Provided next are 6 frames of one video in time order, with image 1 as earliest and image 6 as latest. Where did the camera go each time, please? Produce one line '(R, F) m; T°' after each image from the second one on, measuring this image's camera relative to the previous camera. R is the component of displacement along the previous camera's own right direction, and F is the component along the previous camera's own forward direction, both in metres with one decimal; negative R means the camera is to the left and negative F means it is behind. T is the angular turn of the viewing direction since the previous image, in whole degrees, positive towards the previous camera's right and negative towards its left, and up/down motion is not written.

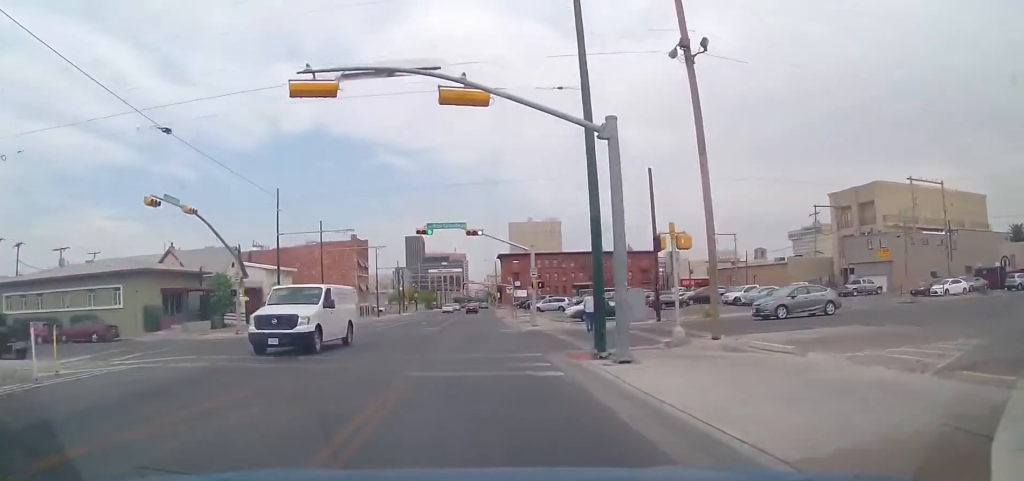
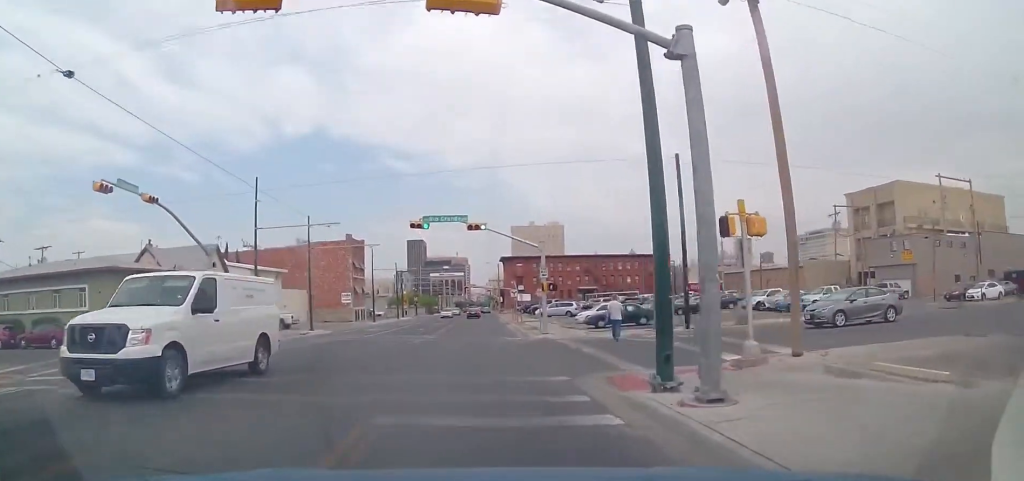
(0.0, +4.4) m; 0°
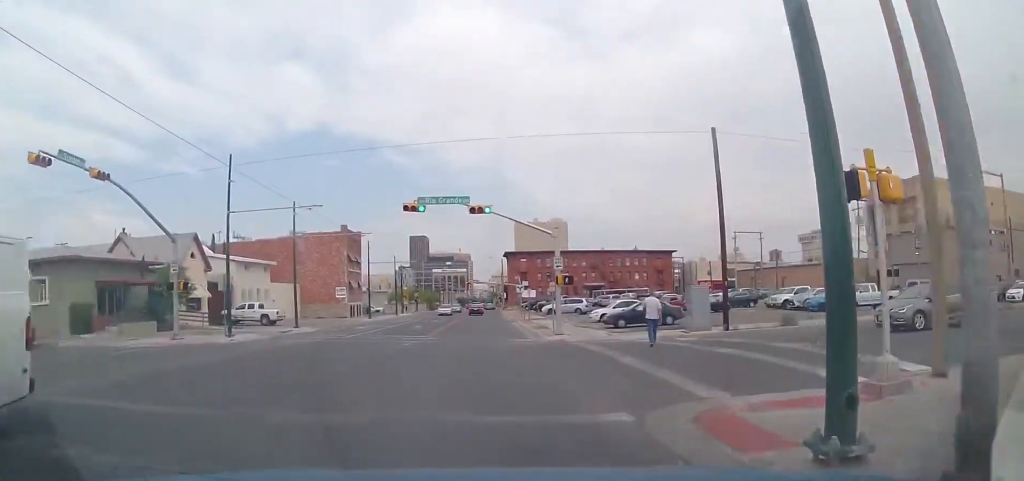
(0.0, +4.4) m; 0°
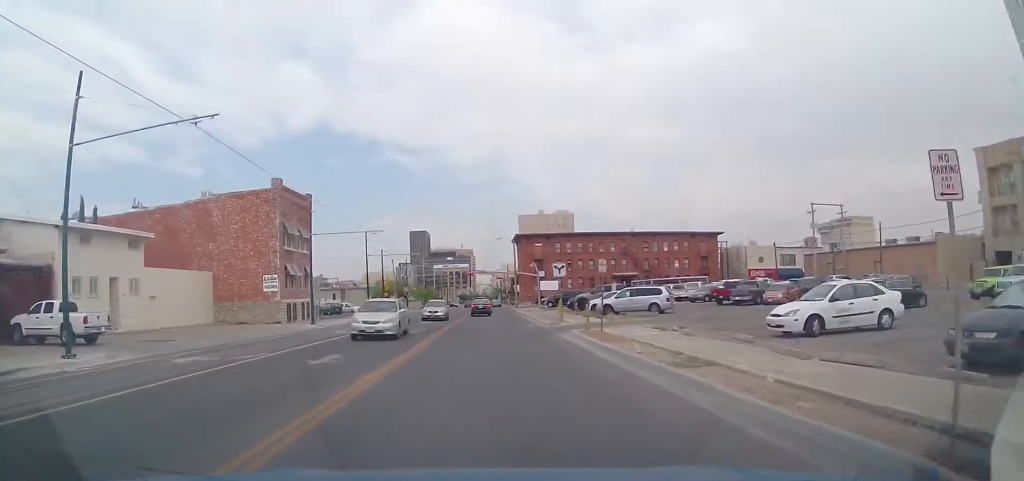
(0.0, +23.4) m; 0°
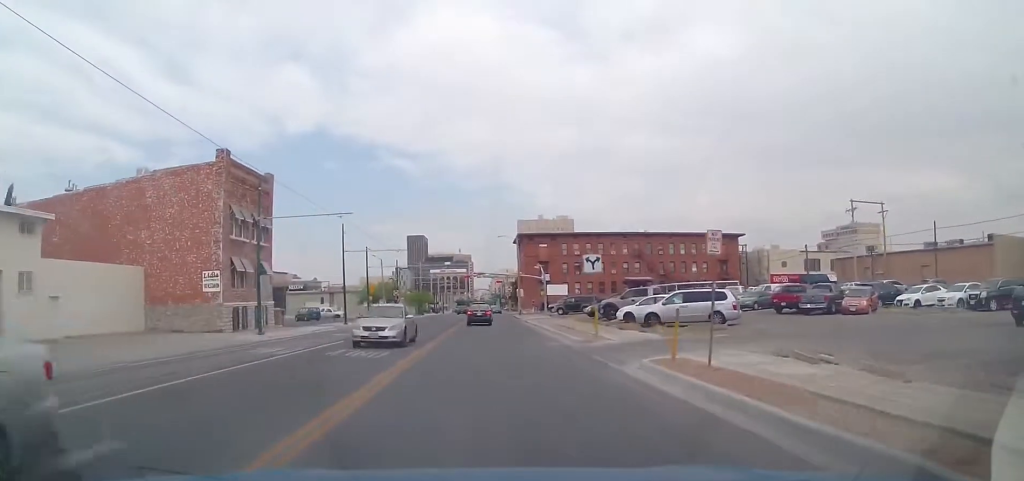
(0.0, +9.5) m; +1°
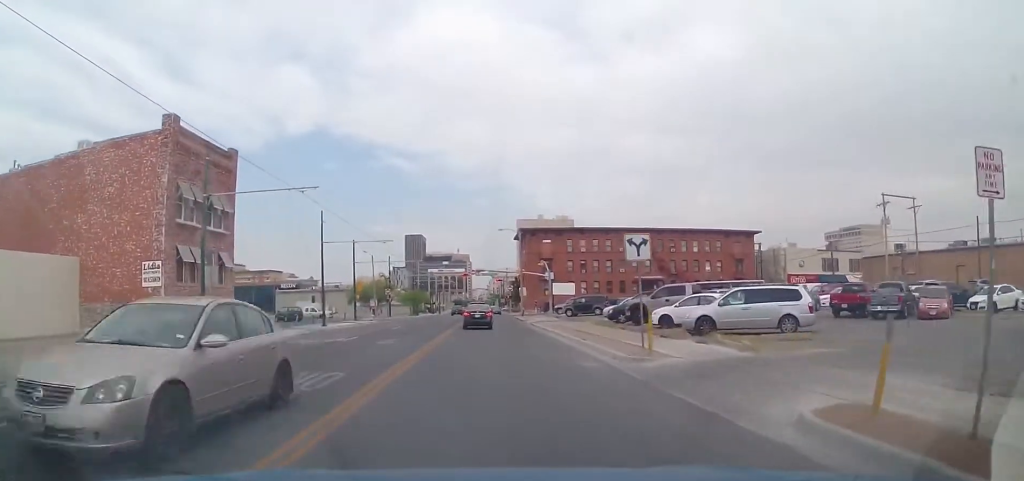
(+0.1, +6.4) m; 0°
